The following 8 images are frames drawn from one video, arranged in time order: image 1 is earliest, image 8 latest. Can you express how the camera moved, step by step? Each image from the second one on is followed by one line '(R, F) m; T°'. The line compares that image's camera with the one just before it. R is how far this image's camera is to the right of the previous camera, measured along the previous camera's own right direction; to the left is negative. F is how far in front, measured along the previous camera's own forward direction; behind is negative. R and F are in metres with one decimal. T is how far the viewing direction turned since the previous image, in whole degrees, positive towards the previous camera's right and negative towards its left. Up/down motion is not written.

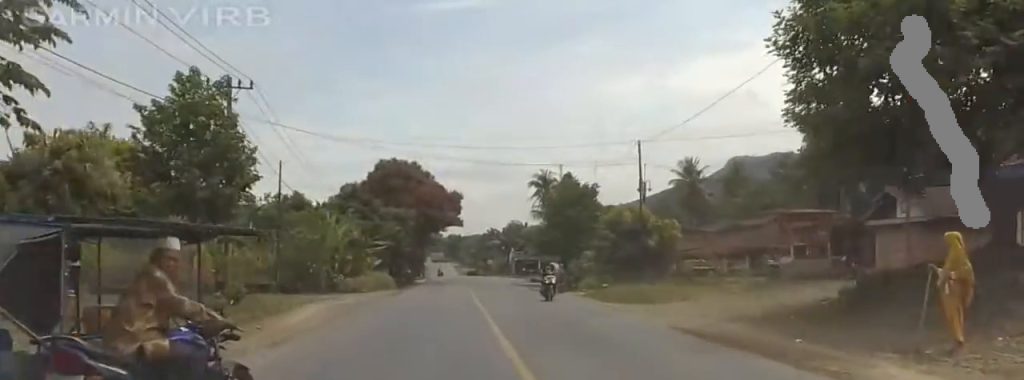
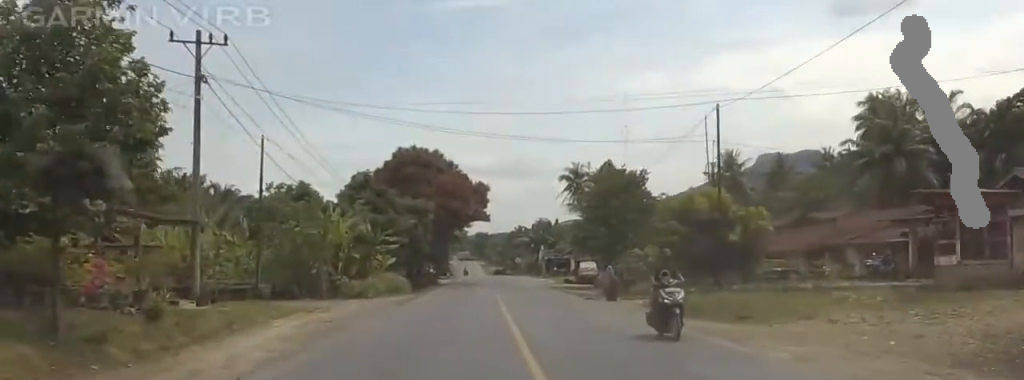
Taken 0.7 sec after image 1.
(+0.1, +9.7) m; +1°
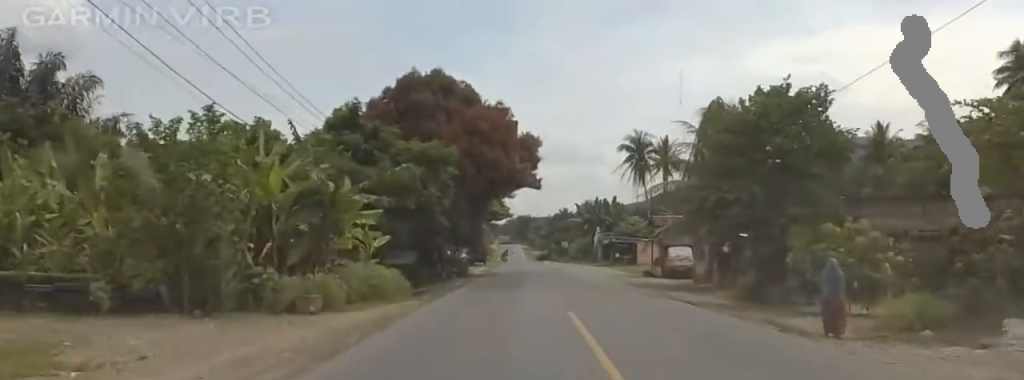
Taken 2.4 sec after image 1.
(+0.1, +24.1) m; 0°
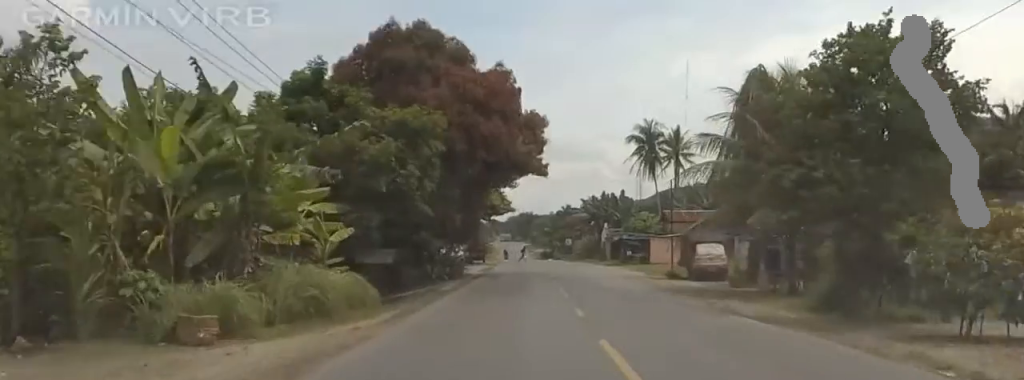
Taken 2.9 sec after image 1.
(0.0, +8.0) m; 0°
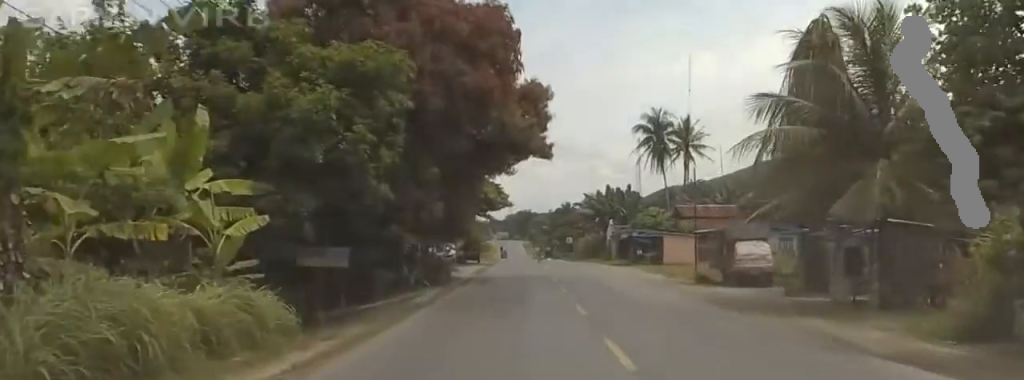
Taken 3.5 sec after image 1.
(-0.1, +8.5) m; -1°
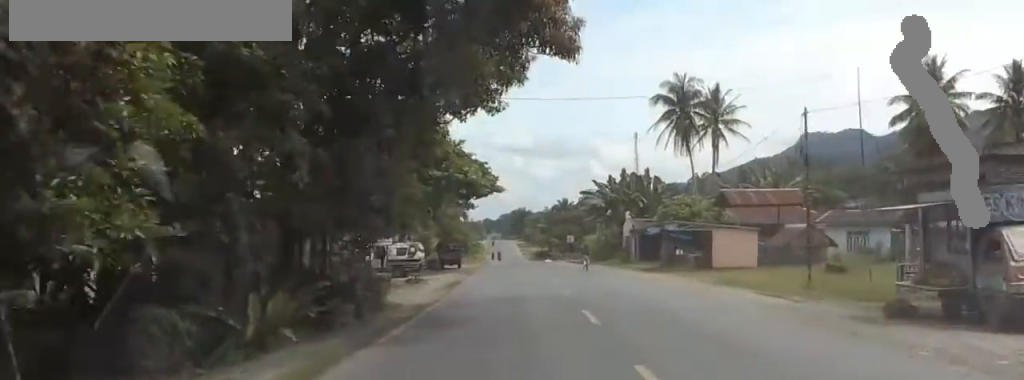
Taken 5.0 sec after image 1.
(-0.1, +20.3) m; 0°
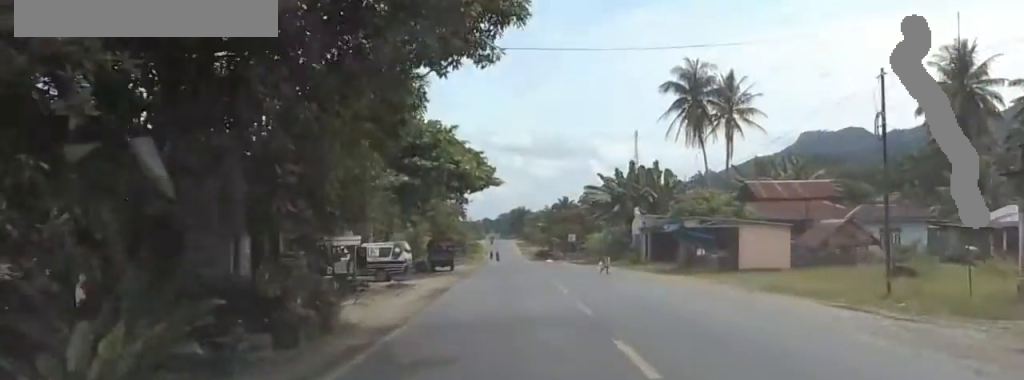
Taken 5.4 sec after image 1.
(0.0, +6.2) m; 0°
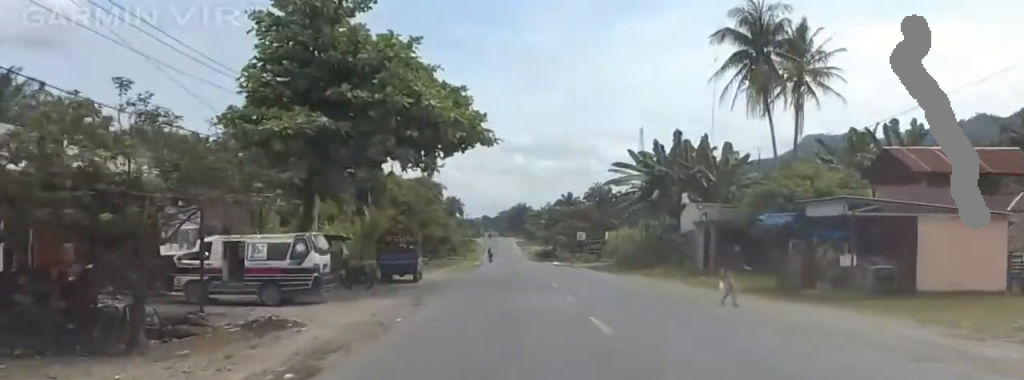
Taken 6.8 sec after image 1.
(0.0, +19.8) m; 0°
